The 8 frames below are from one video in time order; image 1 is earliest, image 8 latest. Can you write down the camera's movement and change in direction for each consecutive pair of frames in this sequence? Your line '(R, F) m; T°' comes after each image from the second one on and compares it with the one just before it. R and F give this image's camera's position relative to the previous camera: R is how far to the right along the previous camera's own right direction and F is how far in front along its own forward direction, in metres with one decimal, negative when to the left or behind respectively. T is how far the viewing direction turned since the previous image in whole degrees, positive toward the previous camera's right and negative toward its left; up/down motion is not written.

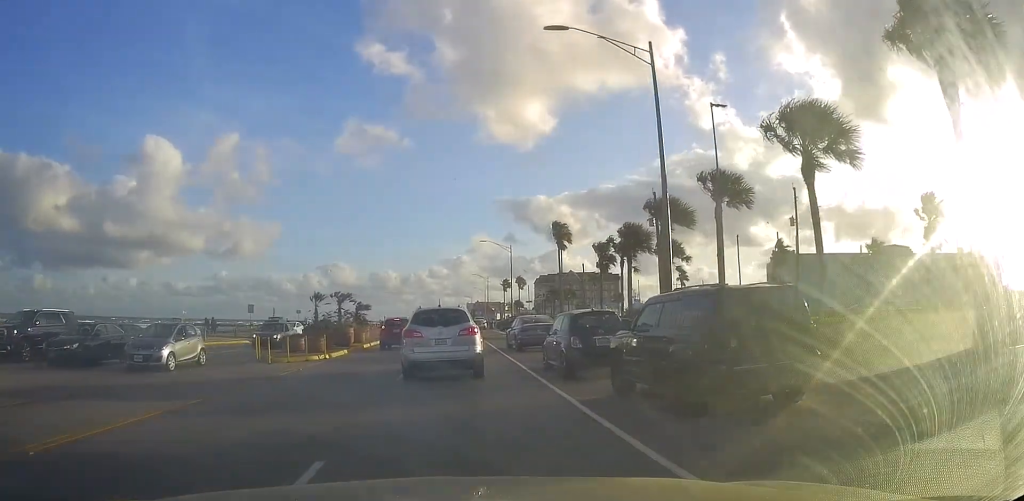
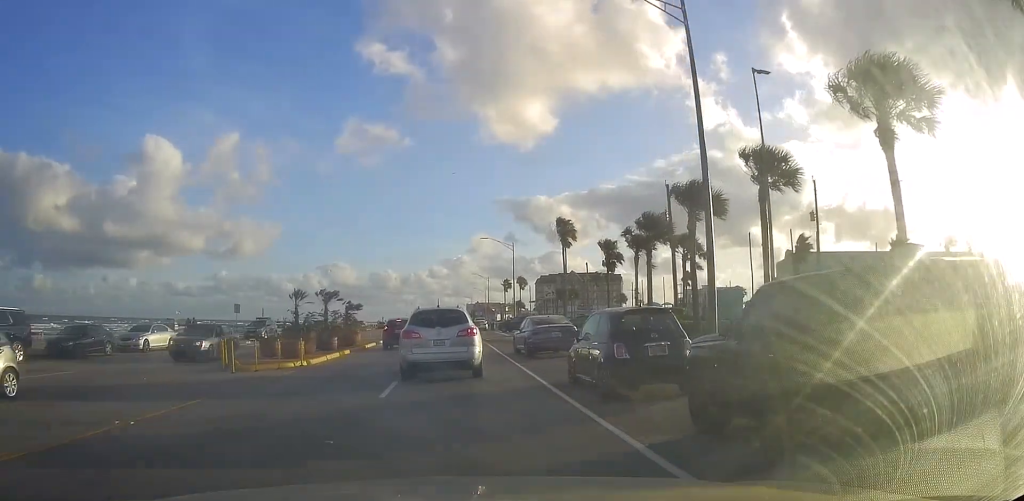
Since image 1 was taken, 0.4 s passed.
(+0.1, +3.7) m; -1°
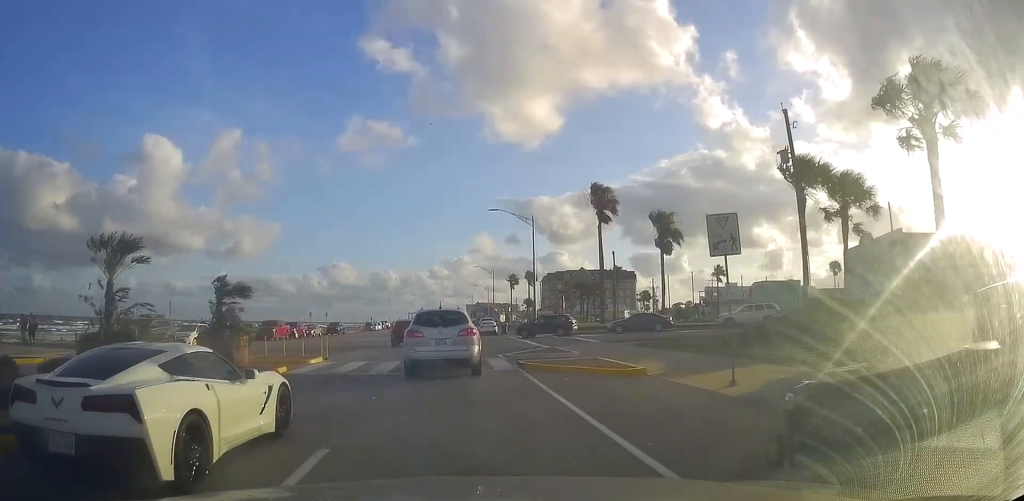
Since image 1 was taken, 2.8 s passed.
(-1.0, +20.7) m; 0°
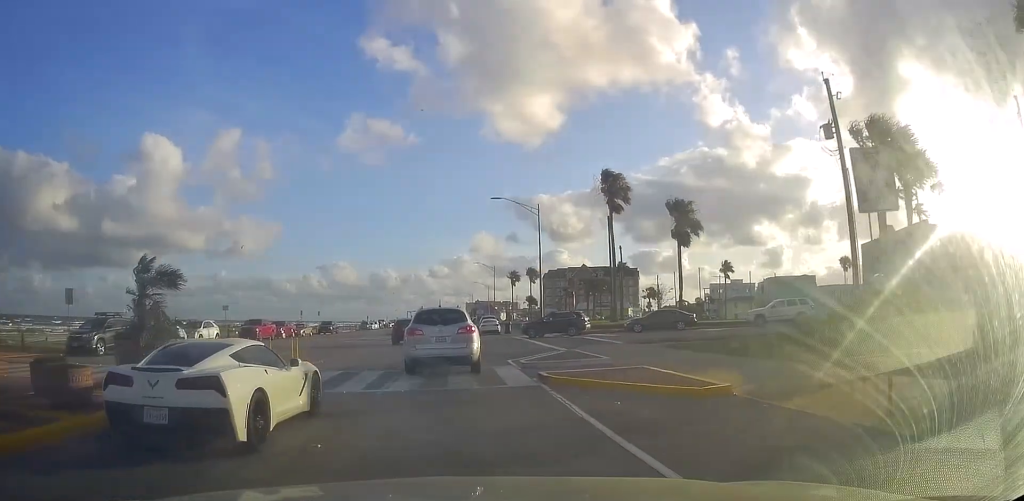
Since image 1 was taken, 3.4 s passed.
(+0.4, +4.6) m; +1°
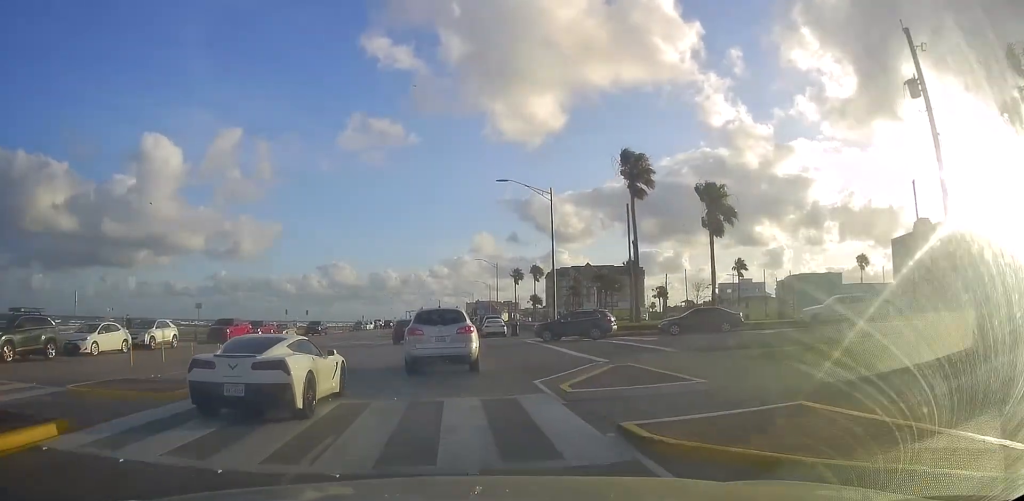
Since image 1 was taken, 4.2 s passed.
(-0.3, +6.4) m; -1°
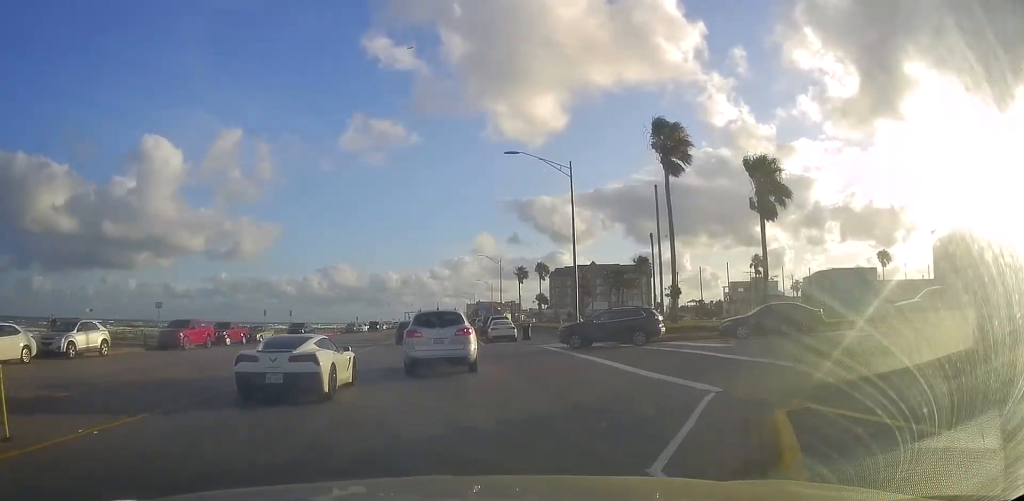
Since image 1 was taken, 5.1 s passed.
(0.0, +7.0) m; +1°
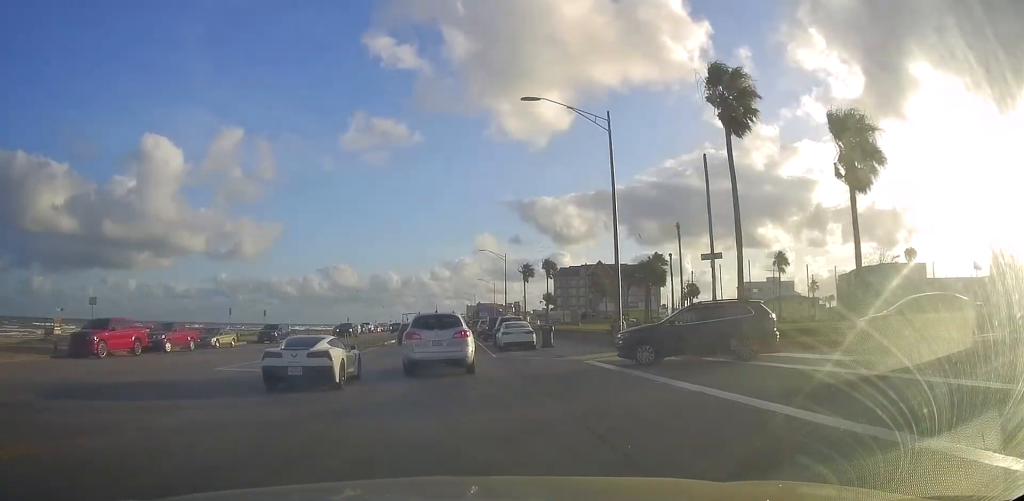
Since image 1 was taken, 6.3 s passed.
(+0.2, +7.7) m; +2°
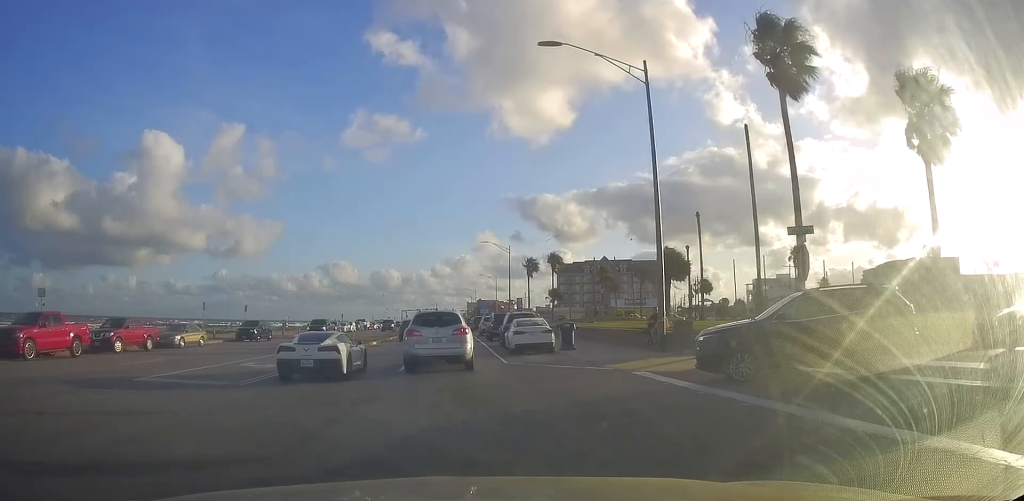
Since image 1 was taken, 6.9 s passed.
(0.0, +4.5) m; +1°
